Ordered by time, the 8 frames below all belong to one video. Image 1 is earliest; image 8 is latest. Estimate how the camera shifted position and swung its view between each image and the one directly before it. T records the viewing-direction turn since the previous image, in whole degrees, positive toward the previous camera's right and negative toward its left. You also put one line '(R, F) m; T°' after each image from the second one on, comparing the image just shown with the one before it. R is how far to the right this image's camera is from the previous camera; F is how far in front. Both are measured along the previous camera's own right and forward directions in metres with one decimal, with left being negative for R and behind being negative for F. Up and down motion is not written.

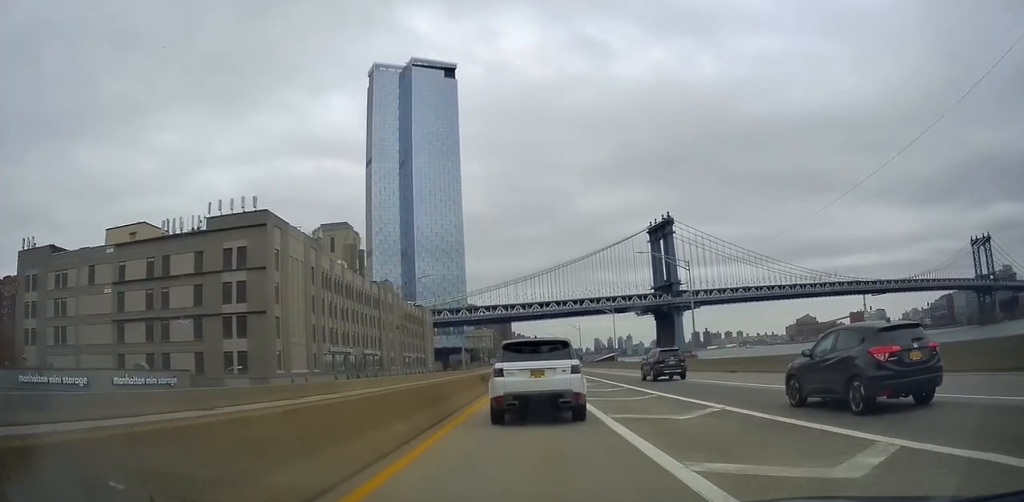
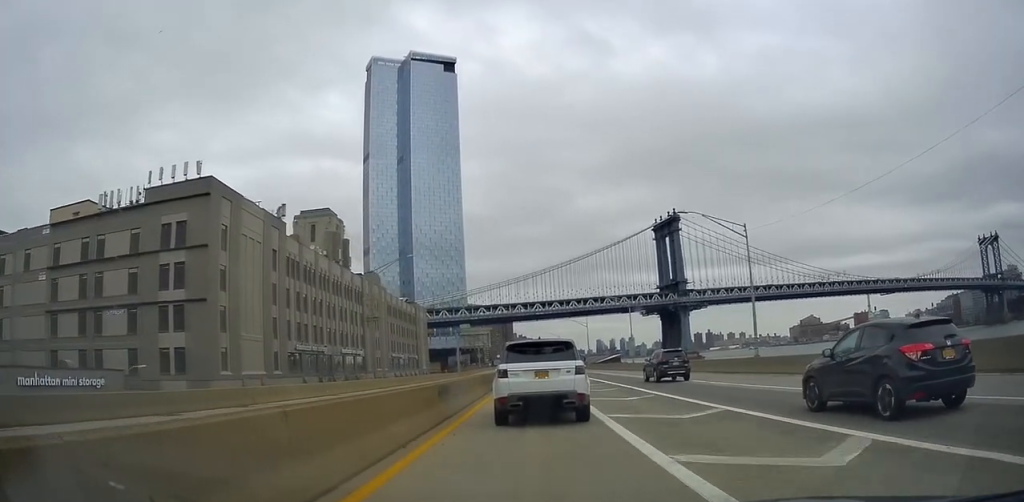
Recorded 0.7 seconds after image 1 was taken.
(+0.1, +13.0) m; -1°
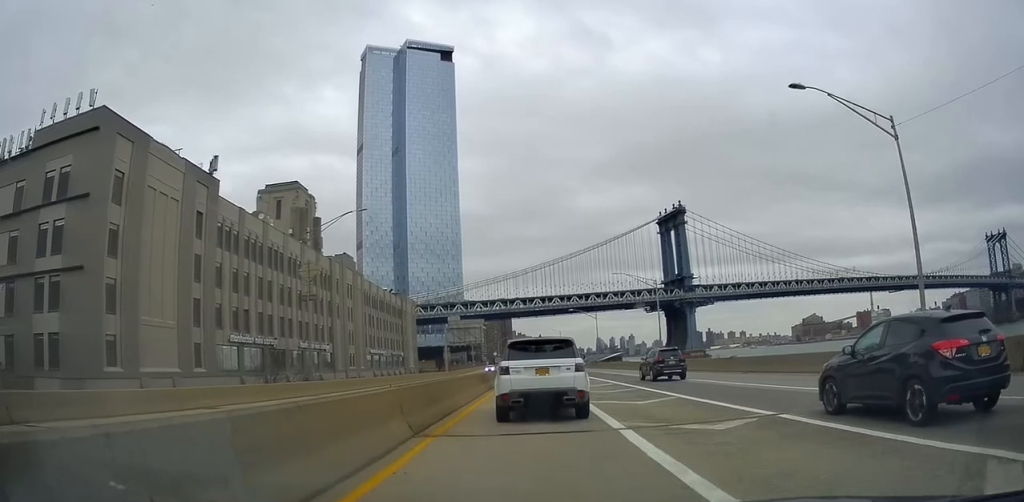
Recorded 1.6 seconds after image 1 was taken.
(-0.7, +17.1) m; 0°
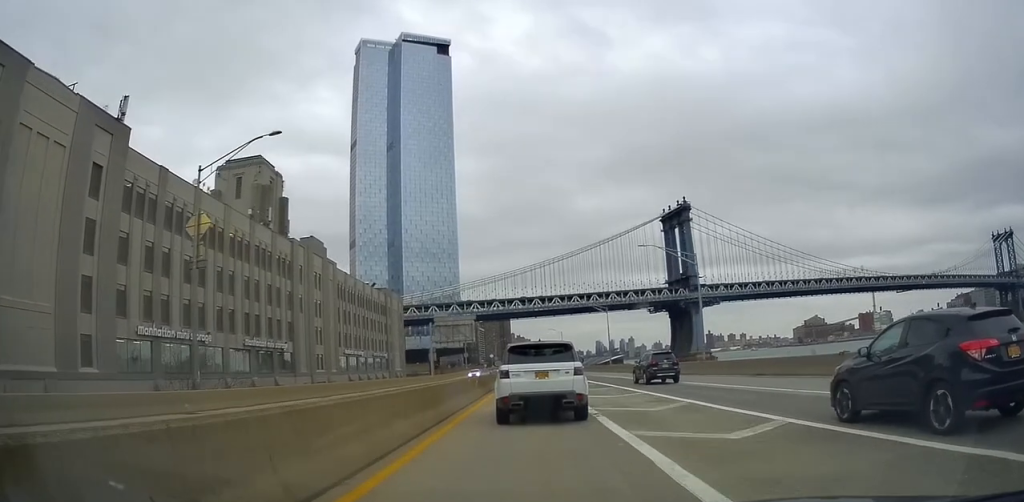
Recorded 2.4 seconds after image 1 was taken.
(+0.8, +14.9) m; +1°
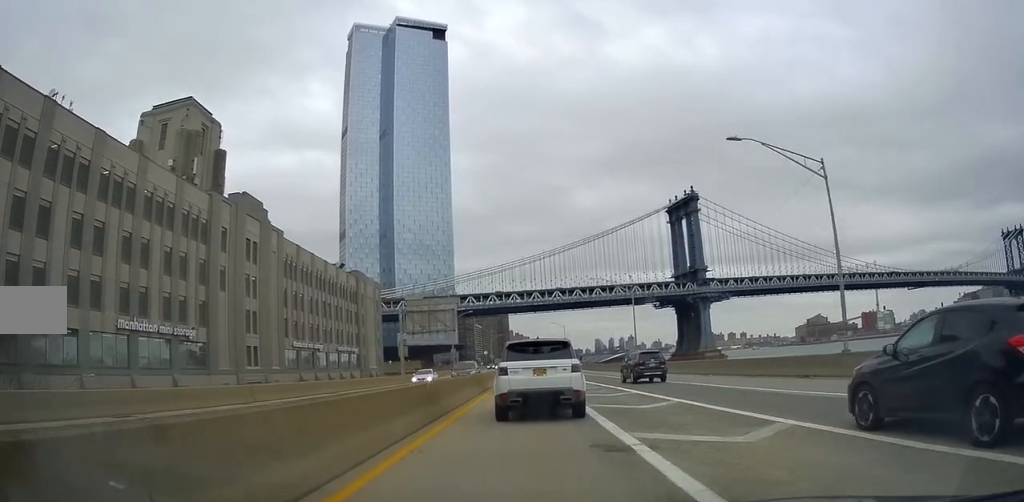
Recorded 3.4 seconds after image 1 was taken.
(-0.4, +20.4) m; -2°
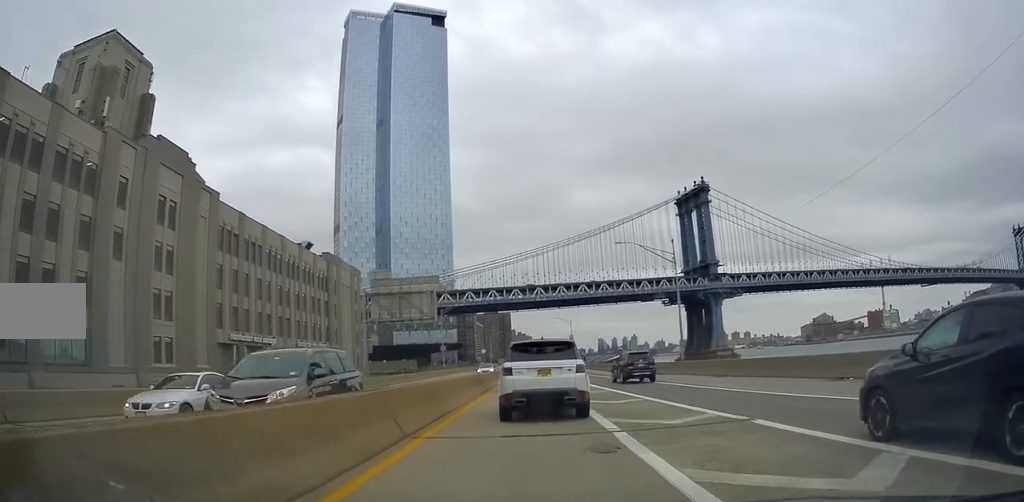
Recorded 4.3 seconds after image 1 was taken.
(-0.1, +16.8) m; 0°
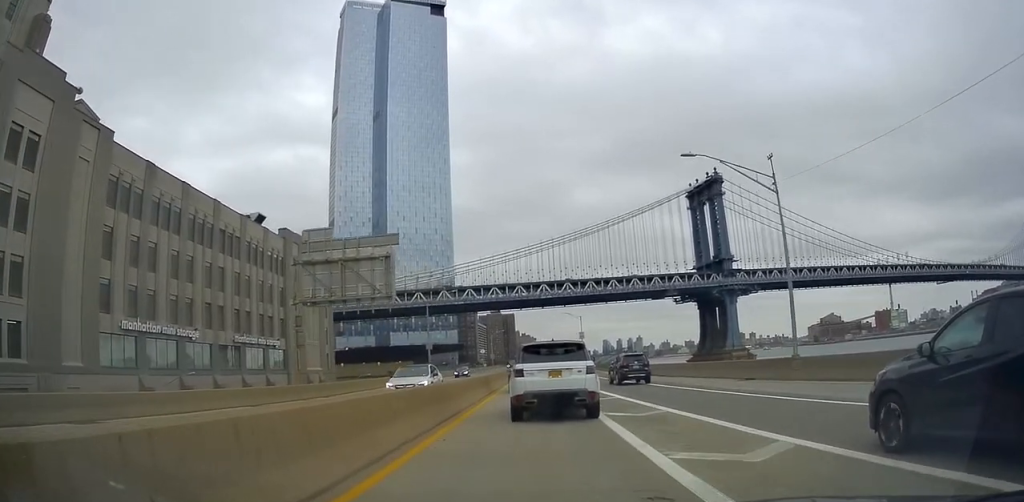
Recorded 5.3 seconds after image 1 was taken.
(+0.1, +17.8) m; 0°
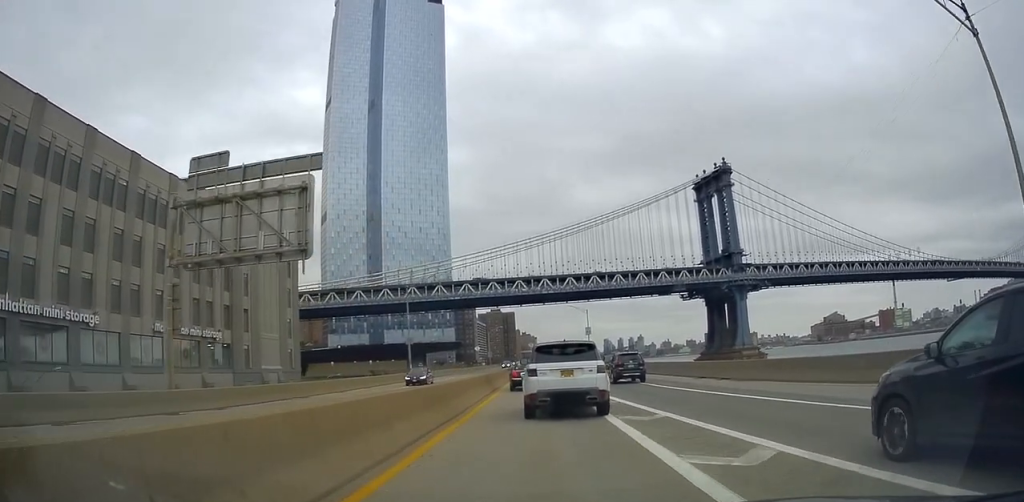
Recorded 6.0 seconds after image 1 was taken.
(0.0, +13.9) m; 0°
